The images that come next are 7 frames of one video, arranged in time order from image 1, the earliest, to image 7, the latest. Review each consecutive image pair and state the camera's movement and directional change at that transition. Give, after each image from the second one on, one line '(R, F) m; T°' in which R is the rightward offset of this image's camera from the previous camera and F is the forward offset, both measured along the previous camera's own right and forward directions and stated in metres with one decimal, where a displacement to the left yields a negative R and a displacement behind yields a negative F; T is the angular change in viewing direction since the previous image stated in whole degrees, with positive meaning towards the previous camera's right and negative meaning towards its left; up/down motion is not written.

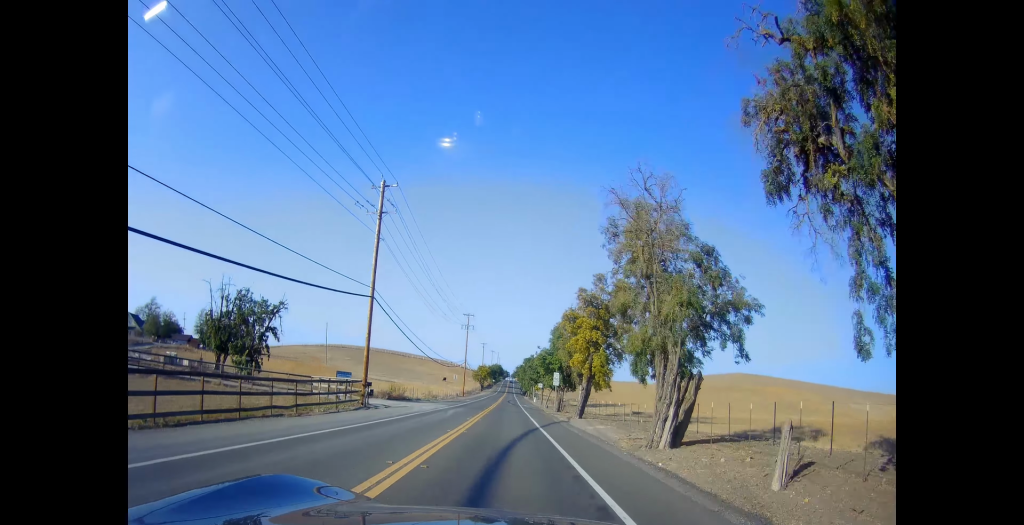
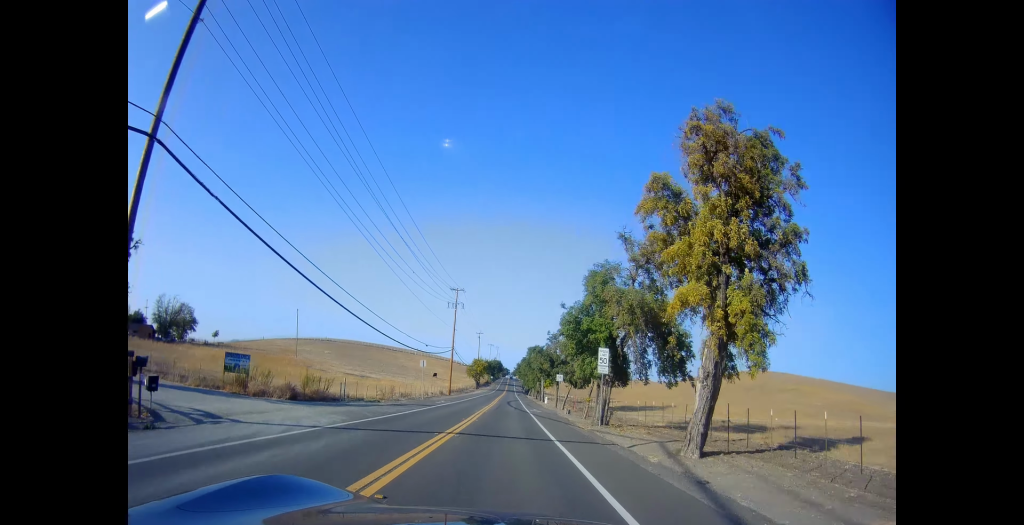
(-0.3, +25.3) m; 0°
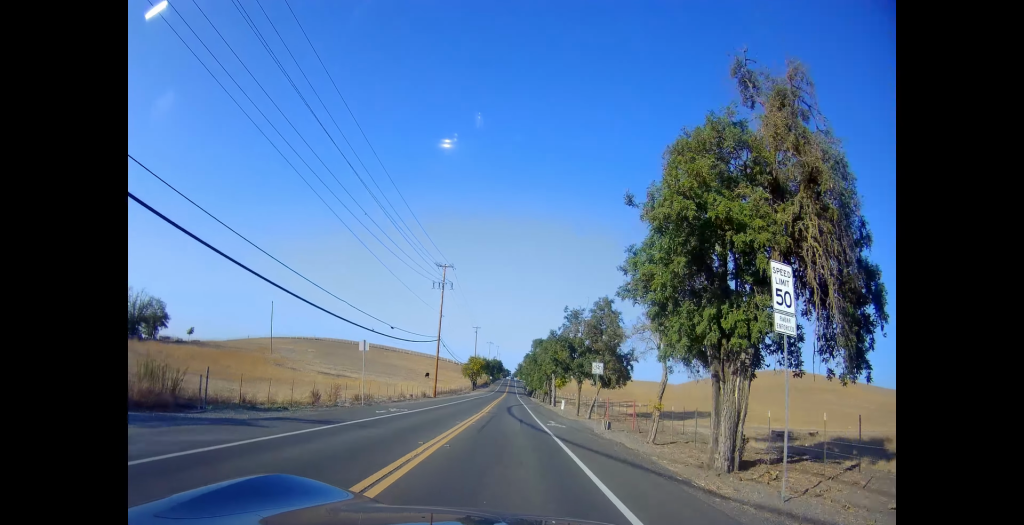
(+0.4, +17.7) m; 0°
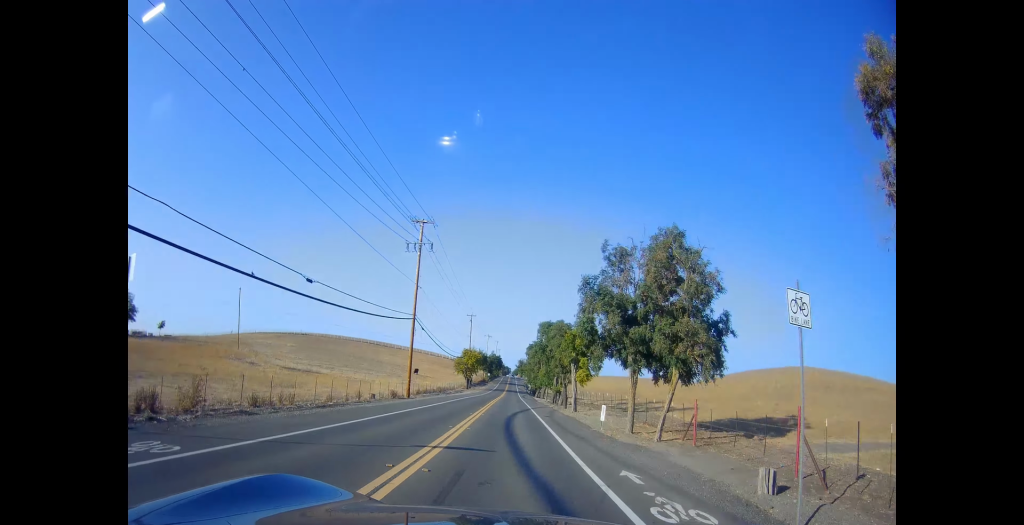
(0.0, +17.9) m; 0°
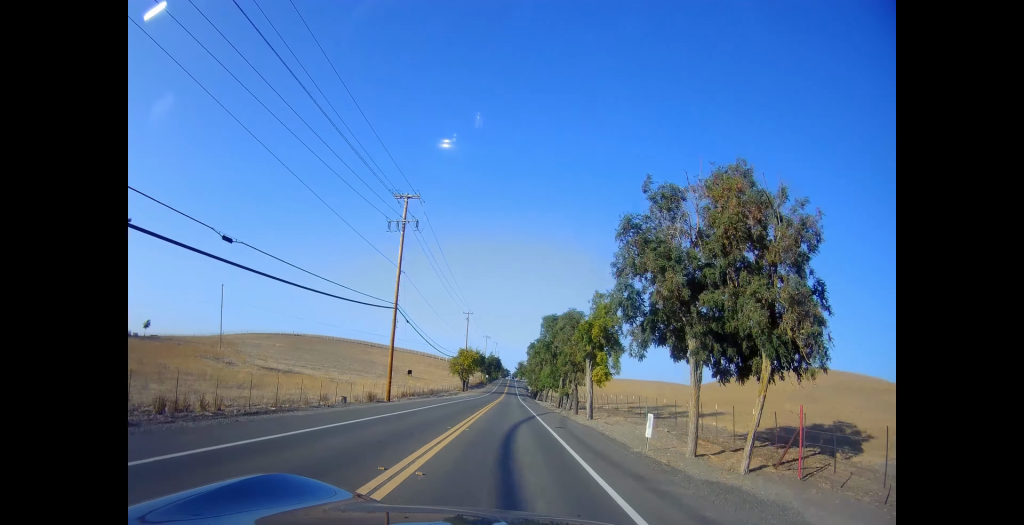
(-0.3, +8.1) m; 0°
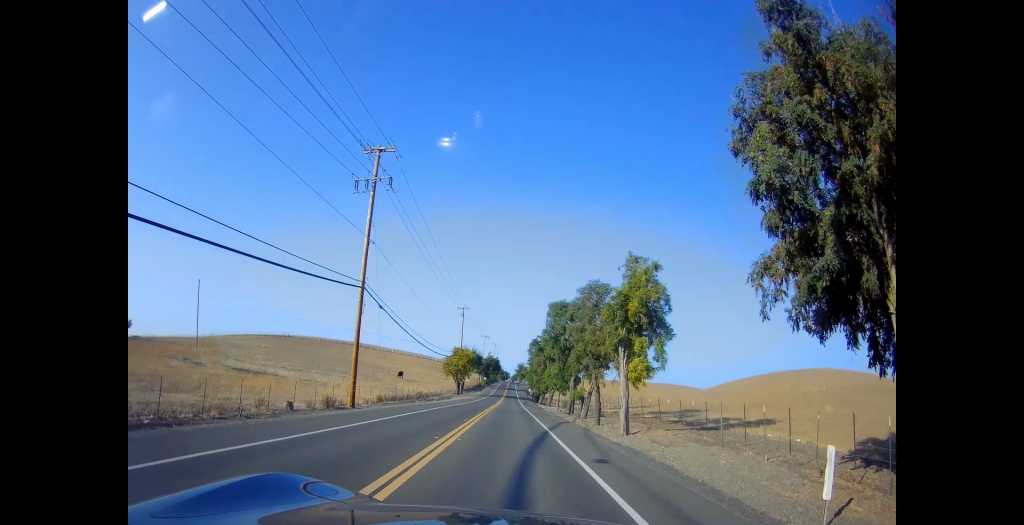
(0.0, +10.0) m; 0°
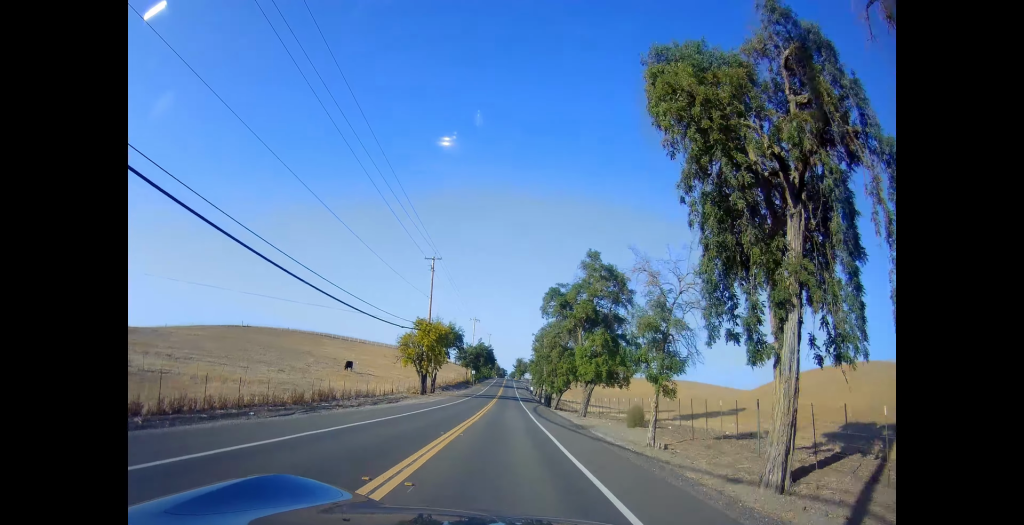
(+0.4, +36.3) m; +1°
